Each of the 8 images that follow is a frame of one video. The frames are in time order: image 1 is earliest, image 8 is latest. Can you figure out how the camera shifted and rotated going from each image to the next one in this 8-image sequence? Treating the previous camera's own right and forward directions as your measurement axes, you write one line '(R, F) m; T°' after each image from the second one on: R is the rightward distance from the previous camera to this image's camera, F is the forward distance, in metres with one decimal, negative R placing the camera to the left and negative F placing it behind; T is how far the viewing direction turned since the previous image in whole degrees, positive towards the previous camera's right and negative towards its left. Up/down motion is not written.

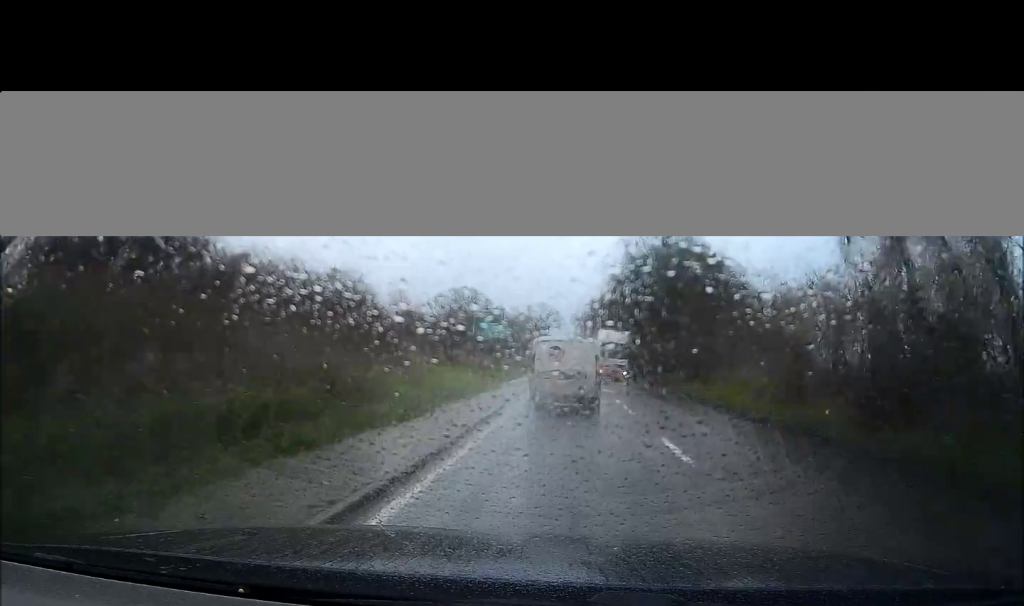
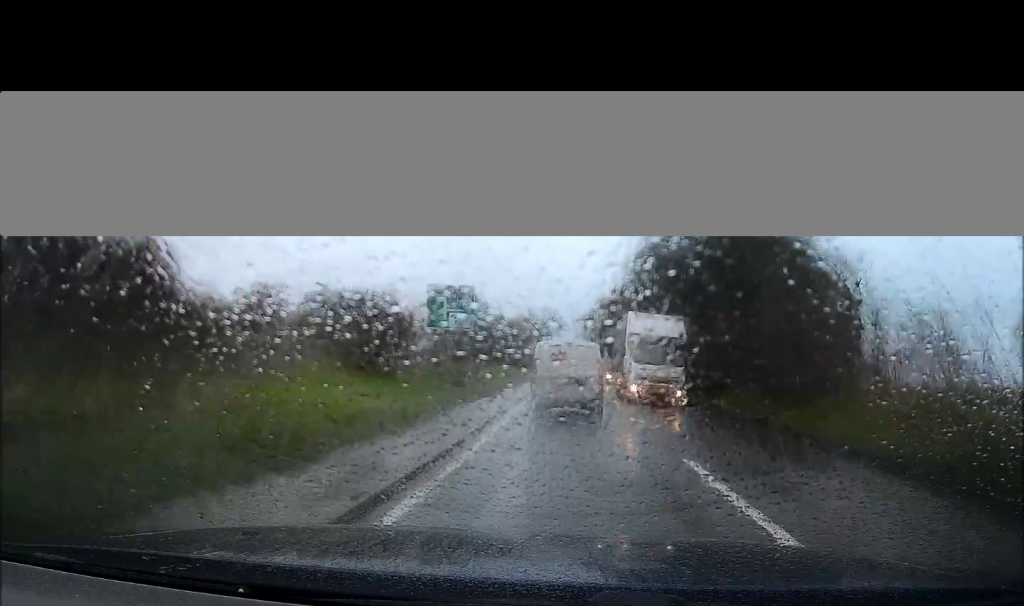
(0.0, +13.7) m; 0°
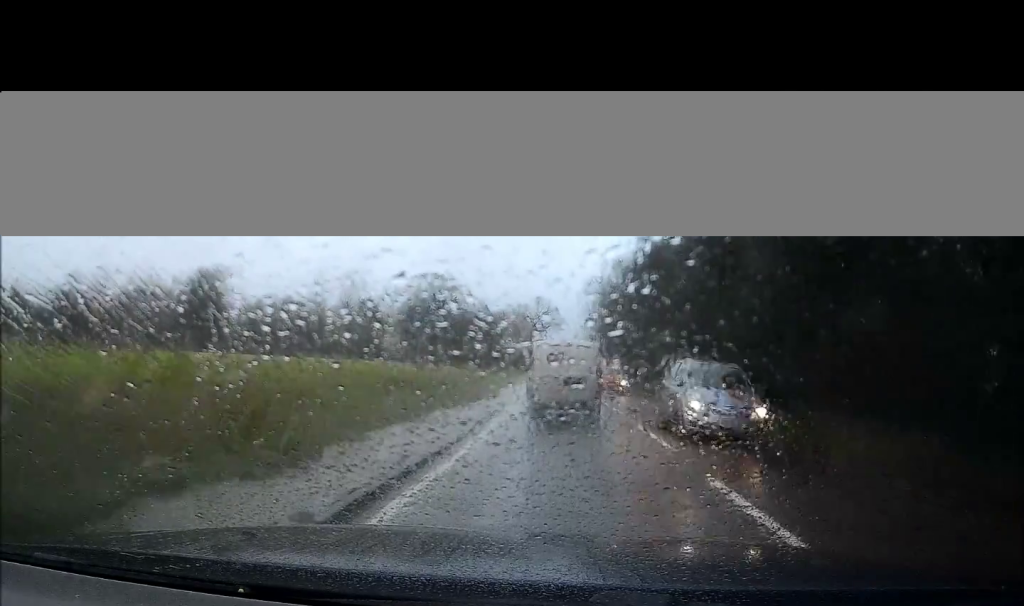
(+0.3, +27.5) m; 0°
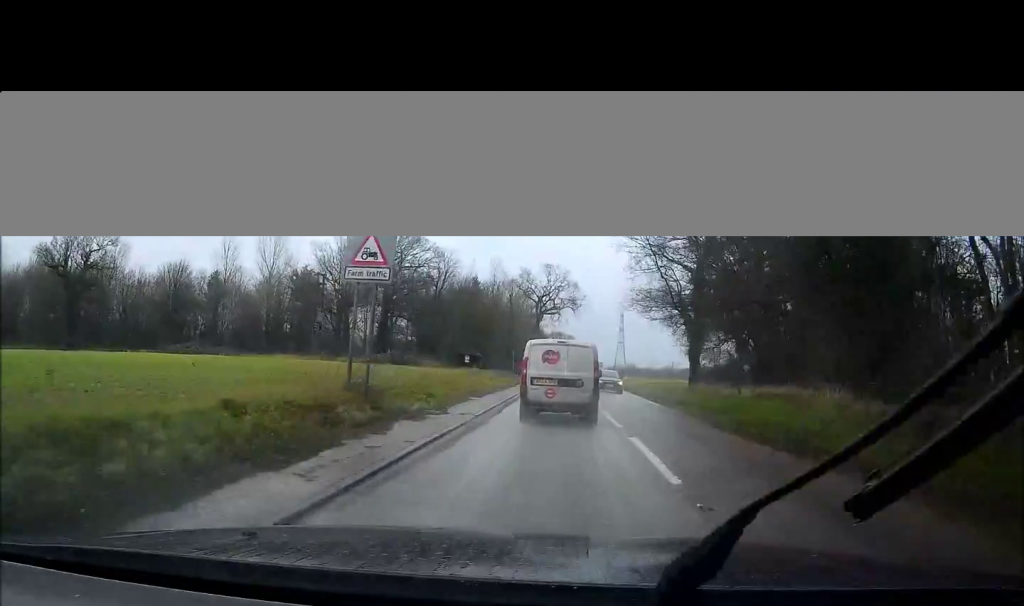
(-1.0, +47.2) m; -1°
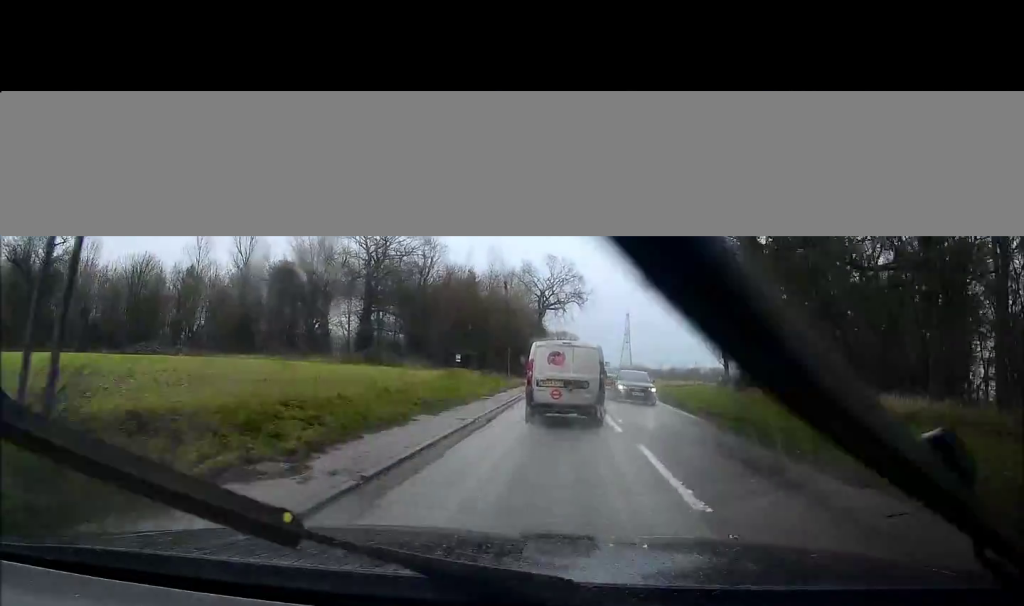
(0.0, +10.1) m; 0°
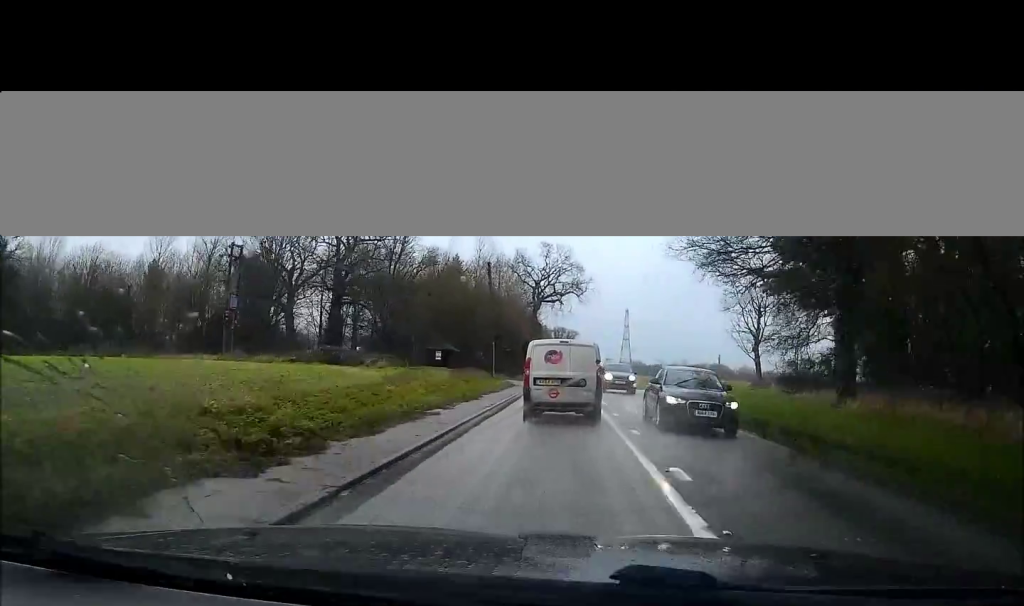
(0.0, +10.1) m; 0°
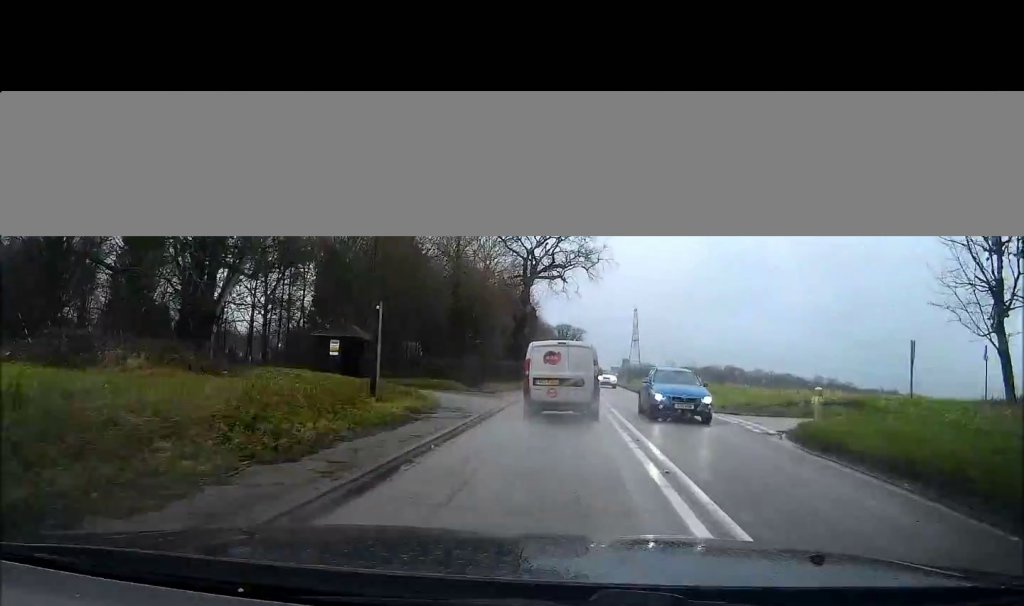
(-0.1, +29.0) m; 0°
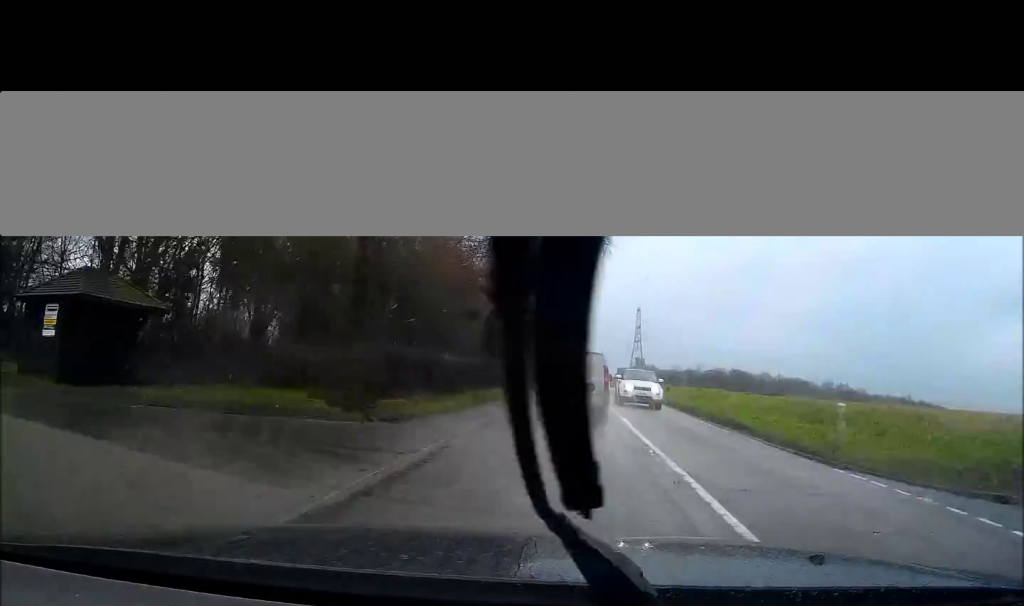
(-0.1, +20.6) m; 0°
